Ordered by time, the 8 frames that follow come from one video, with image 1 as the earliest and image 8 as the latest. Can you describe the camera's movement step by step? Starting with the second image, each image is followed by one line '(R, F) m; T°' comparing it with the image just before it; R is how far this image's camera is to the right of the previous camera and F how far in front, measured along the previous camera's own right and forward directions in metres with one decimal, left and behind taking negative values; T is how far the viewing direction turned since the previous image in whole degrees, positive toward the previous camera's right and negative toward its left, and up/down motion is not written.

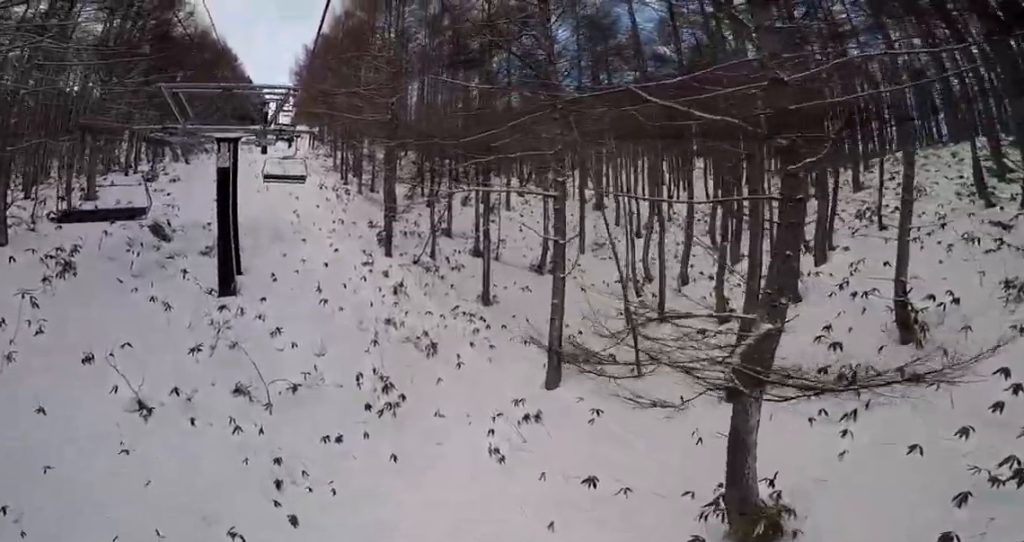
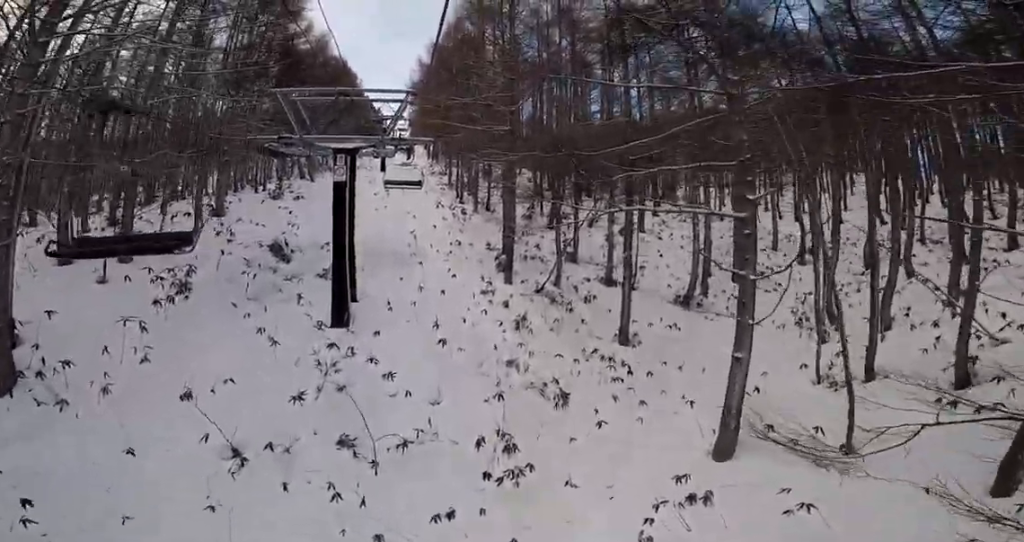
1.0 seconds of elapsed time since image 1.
(-0.3, +2.9) m; -15°
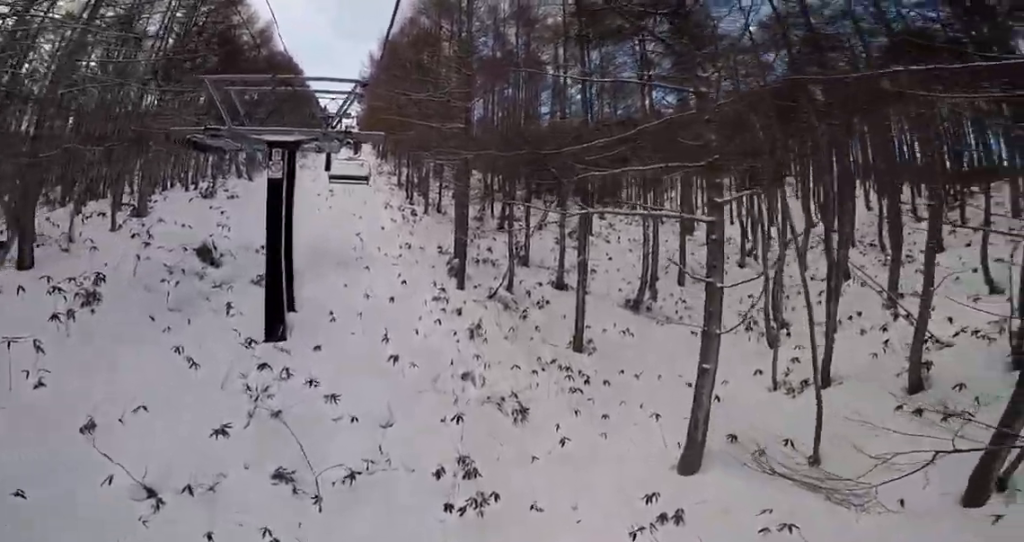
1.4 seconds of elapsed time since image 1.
(-0.4, +1.4) m; +1°
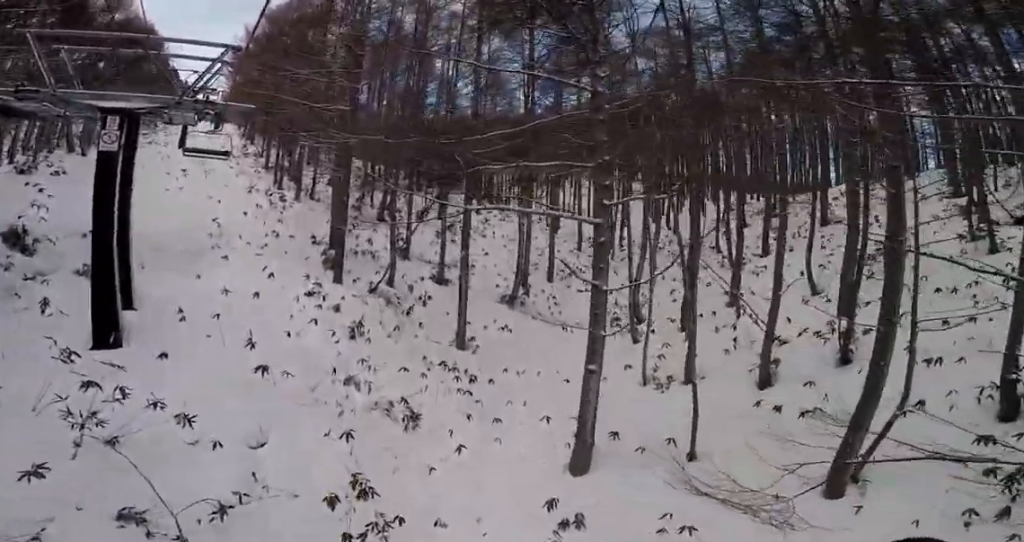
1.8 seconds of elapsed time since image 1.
(-0.3, +1.3) m; +1°
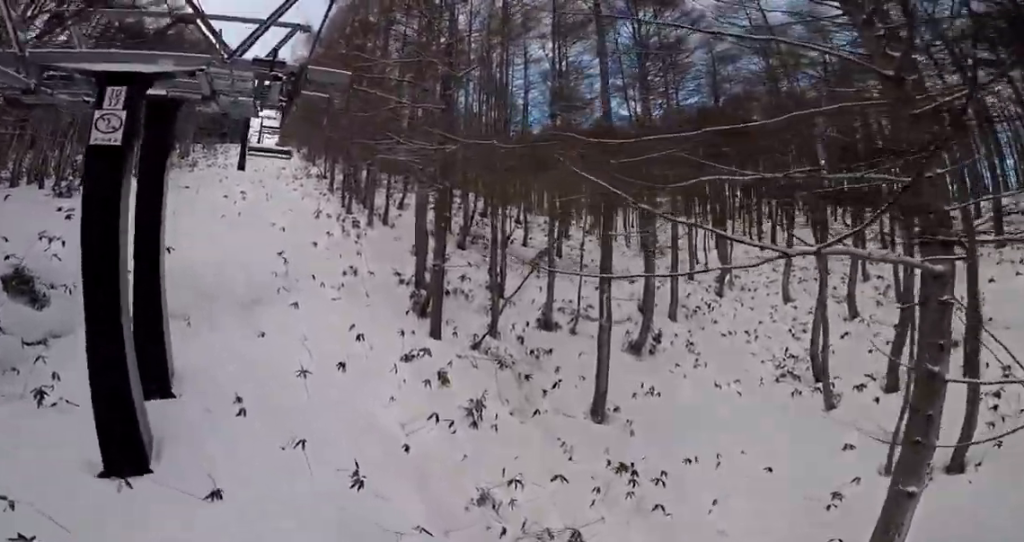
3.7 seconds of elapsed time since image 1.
(0.0, +6.1) m; -1°
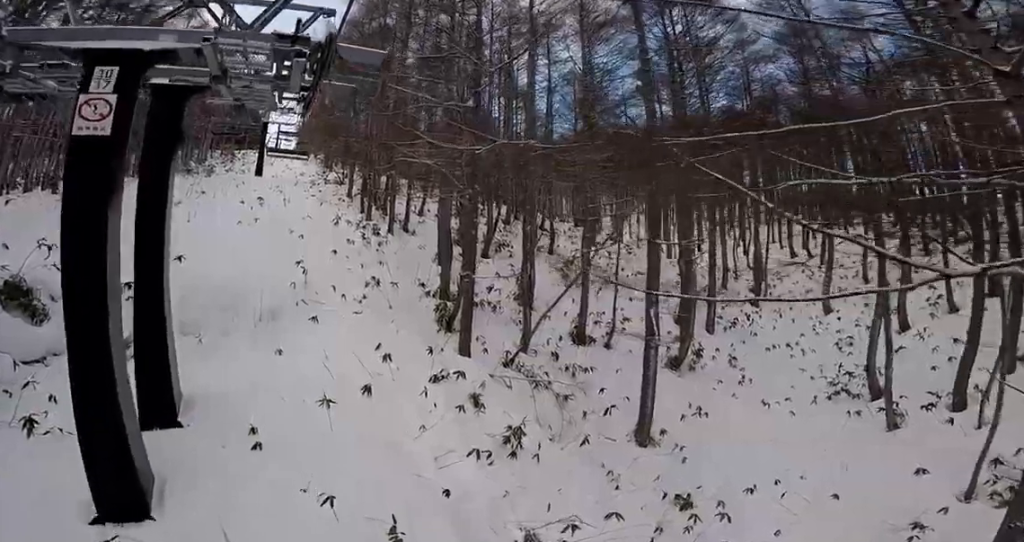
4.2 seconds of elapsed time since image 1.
(+0.4, +1.4) m; +8°
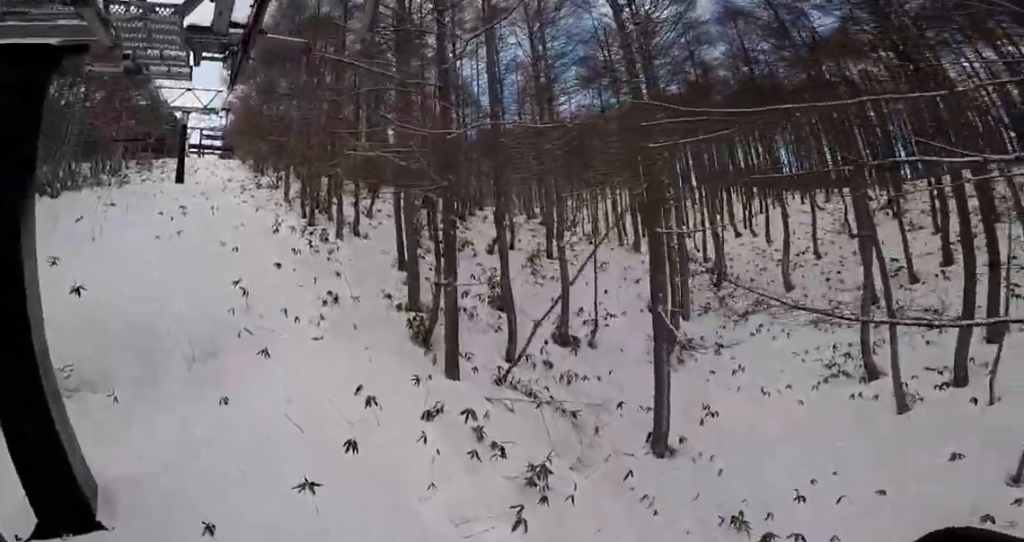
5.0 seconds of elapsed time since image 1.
(+0.5, +2.7) m; +2°
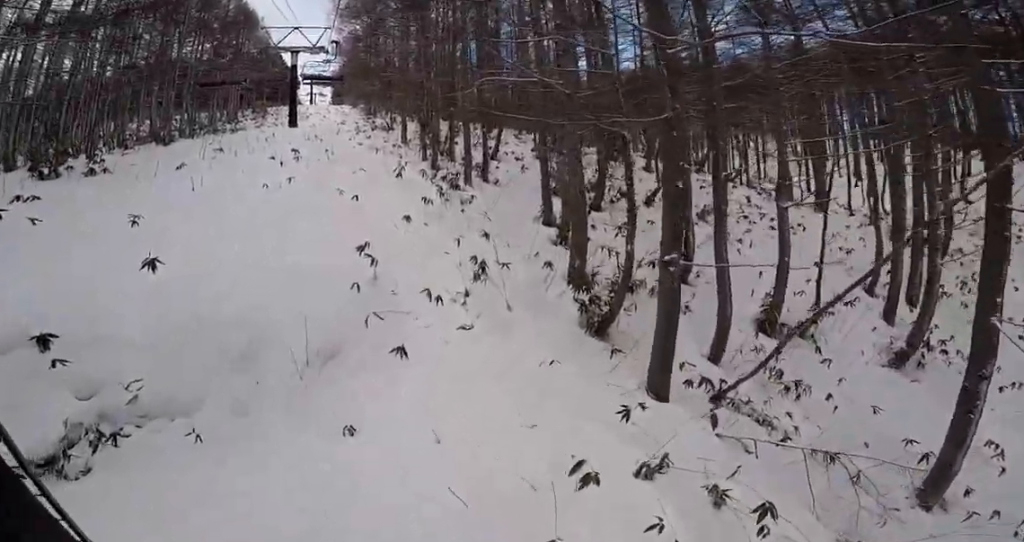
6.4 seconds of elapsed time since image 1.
(-1.1, +2.7) m; -25°
